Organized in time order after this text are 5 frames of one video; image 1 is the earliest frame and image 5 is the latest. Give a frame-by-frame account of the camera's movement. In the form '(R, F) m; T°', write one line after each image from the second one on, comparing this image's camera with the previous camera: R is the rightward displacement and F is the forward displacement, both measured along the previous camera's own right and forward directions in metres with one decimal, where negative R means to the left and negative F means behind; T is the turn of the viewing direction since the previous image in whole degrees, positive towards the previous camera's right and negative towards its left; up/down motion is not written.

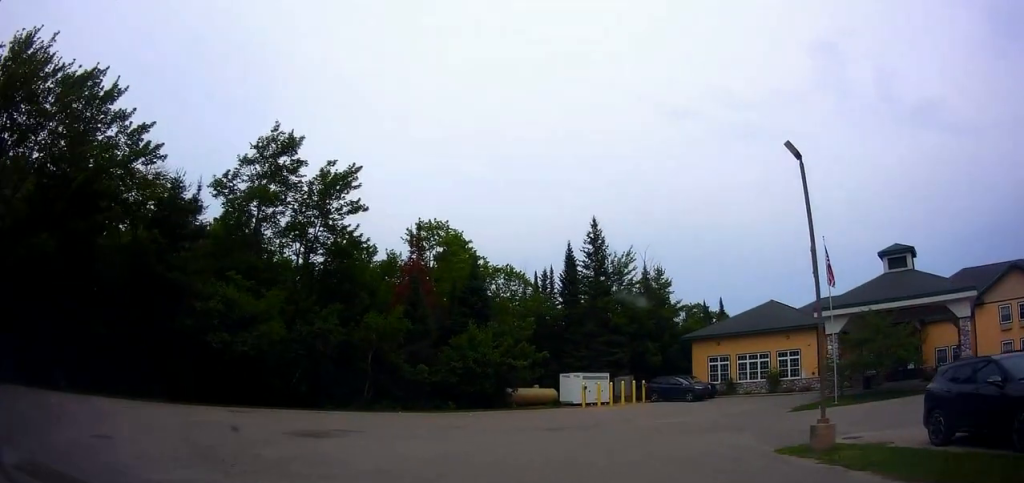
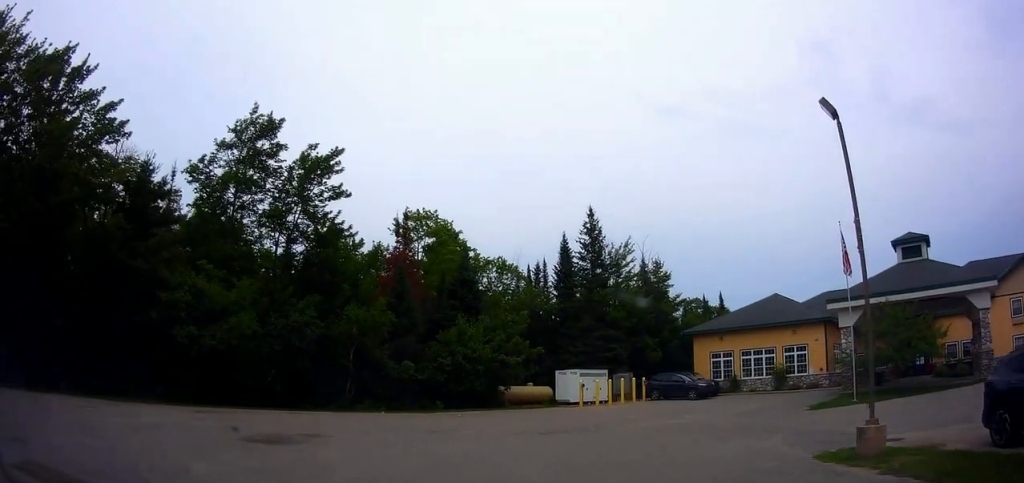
(+0.4, +3.8) m; +7°
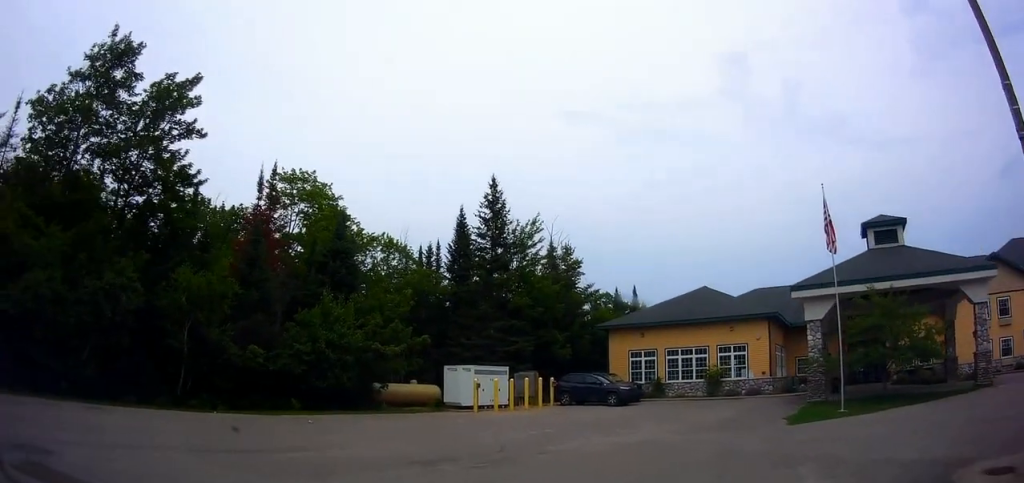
(+2.1, +10.5) m; +16°
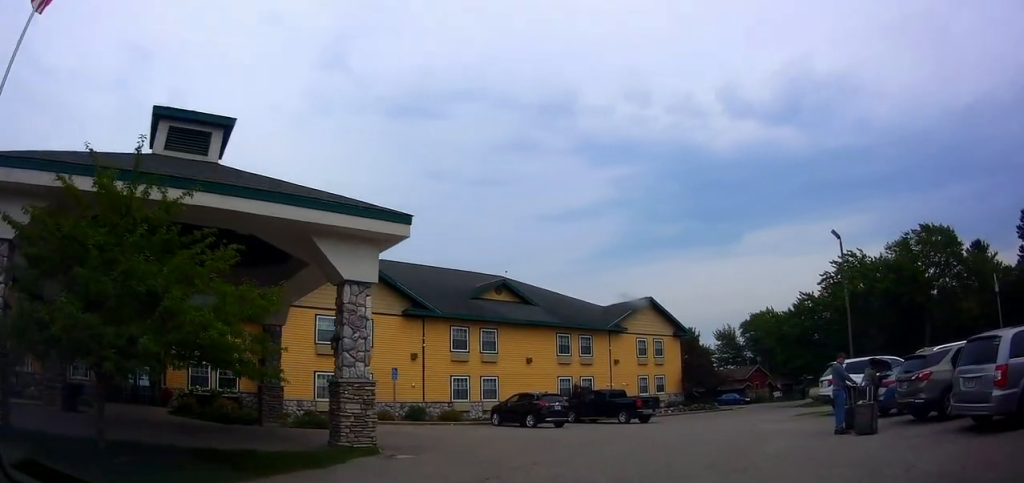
(+6.6, +16.2) m; +56°
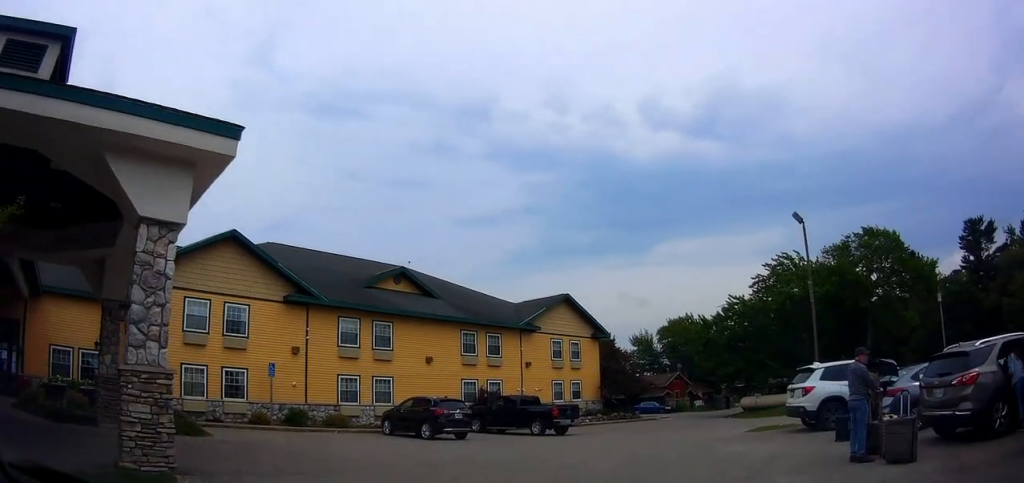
(+1.1, +4.2) m; +30°
